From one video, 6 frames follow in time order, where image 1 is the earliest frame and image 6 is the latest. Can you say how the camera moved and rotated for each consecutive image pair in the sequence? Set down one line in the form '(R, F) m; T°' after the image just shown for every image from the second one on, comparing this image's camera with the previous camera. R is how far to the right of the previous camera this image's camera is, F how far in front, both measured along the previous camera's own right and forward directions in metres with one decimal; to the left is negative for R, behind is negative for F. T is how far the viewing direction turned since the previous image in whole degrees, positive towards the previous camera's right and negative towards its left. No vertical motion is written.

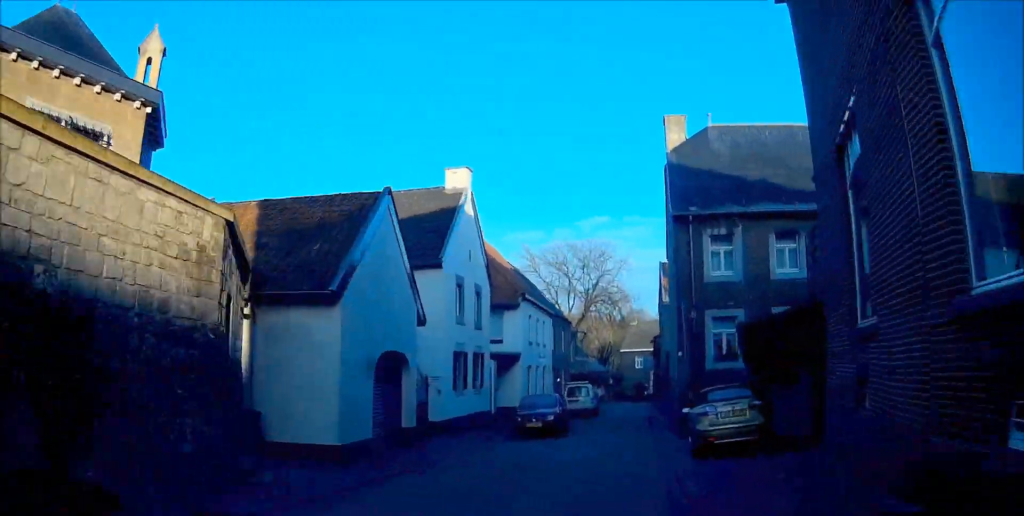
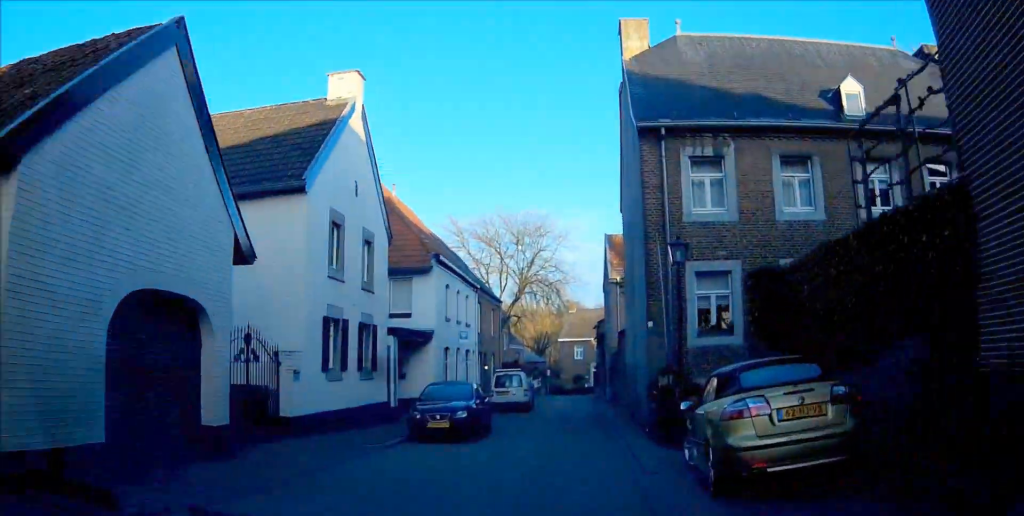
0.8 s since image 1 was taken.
(+0.4, +8.3) m; +3°
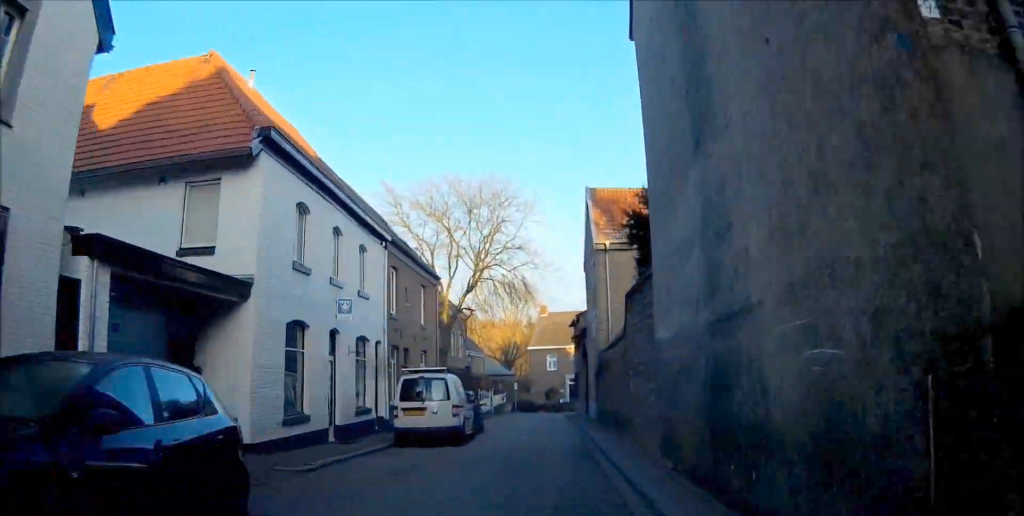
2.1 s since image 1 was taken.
(+0.3, +14.5) m; +1°
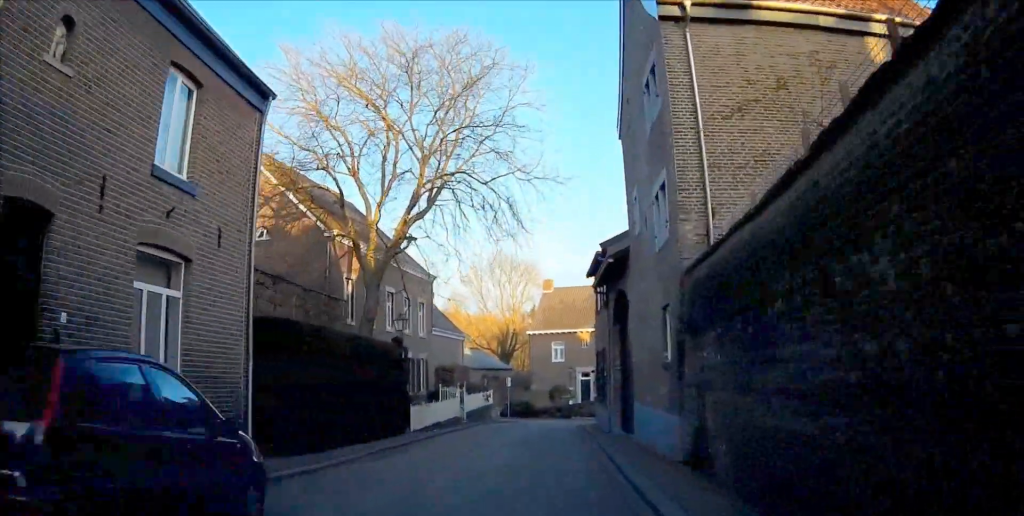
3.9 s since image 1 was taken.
(+0.2, +19.0) m; 0°
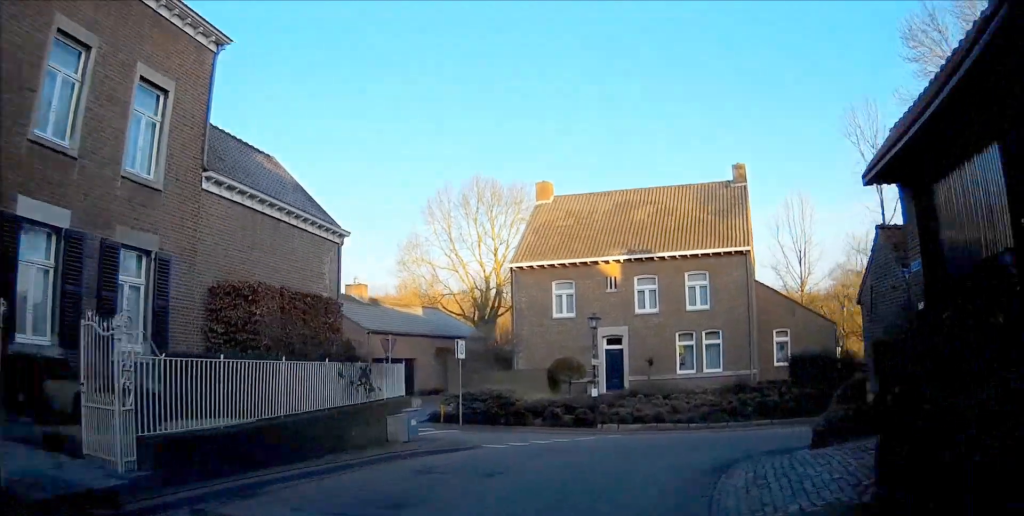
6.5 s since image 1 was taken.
(+0.1, +27.3) m; +9°
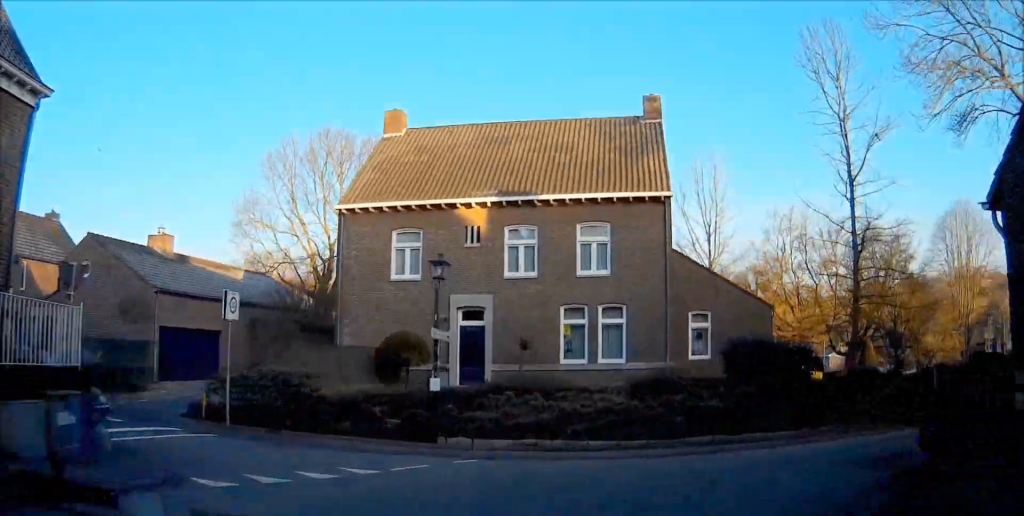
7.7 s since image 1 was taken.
(+1.1, +10.2) m; +19°
